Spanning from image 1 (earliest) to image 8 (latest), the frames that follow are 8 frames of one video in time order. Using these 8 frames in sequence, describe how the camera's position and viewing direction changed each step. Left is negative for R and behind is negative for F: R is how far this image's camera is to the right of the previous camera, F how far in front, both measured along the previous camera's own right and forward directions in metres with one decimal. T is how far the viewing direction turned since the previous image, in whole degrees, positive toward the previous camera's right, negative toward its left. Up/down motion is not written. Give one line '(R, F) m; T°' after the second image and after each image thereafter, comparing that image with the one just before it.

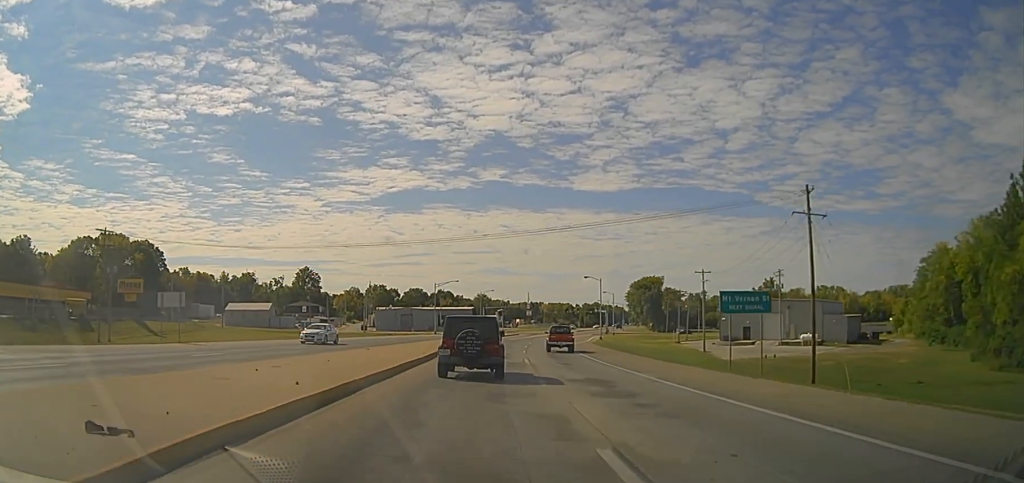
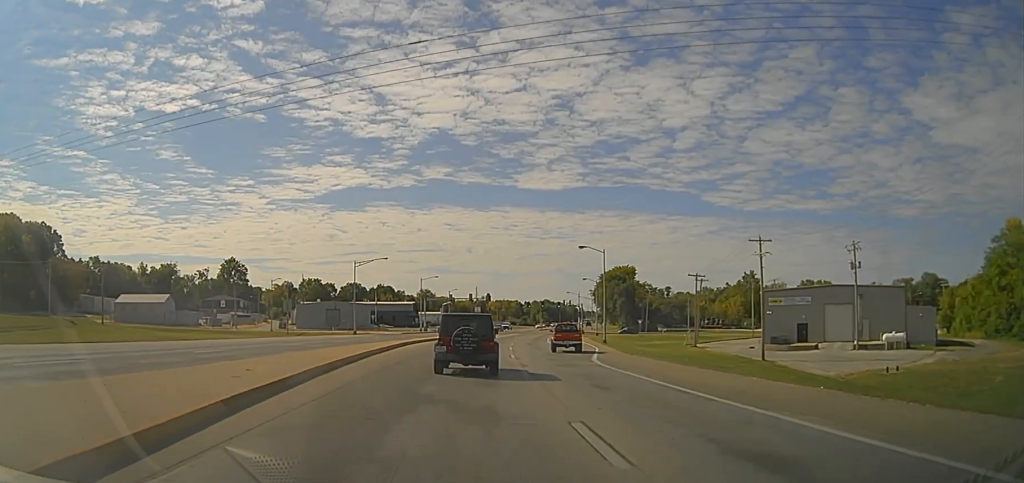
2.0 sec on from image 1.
(+0.1, +35.0) m; 0°
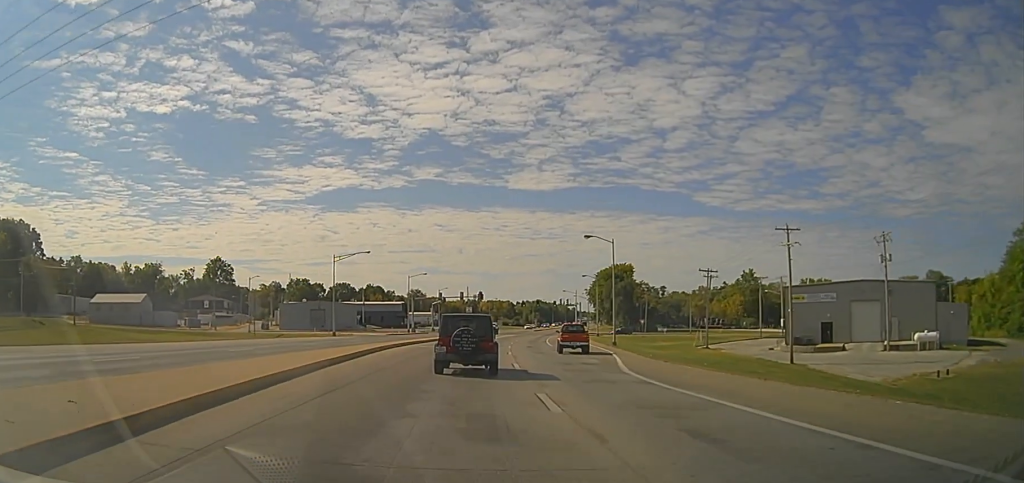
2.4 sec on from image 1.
(+0.1, +7.8) m; +1°
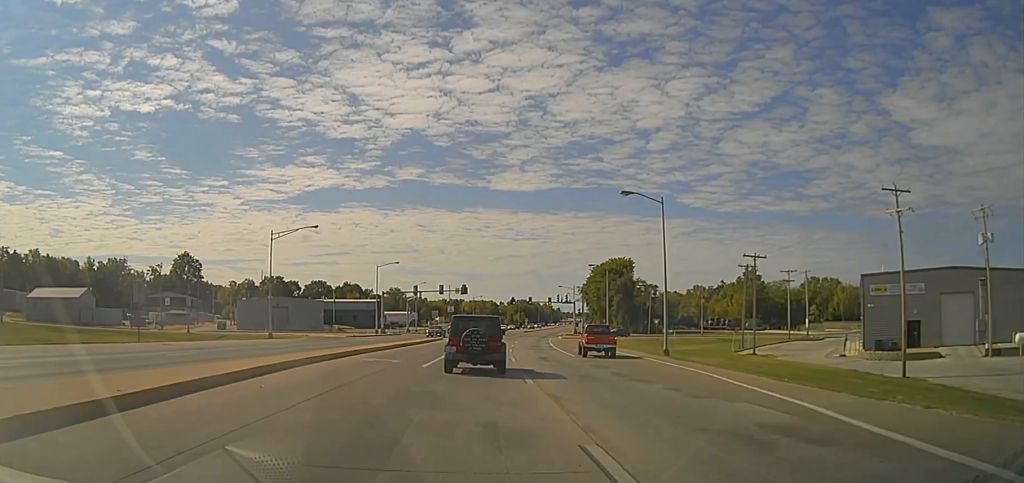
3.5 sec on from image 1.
(+0.5, +18.7) m; +3°
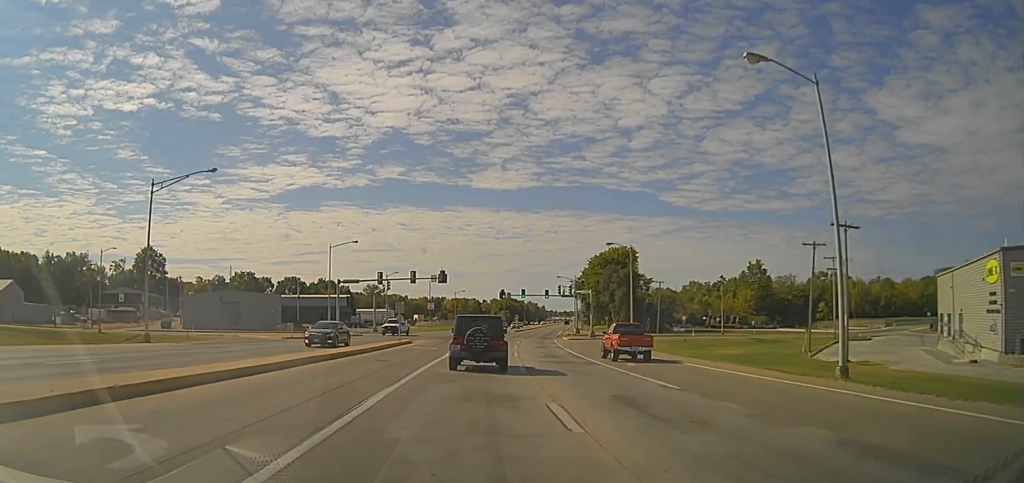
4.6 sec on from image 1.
(+0.6, +19.8) m; +3°
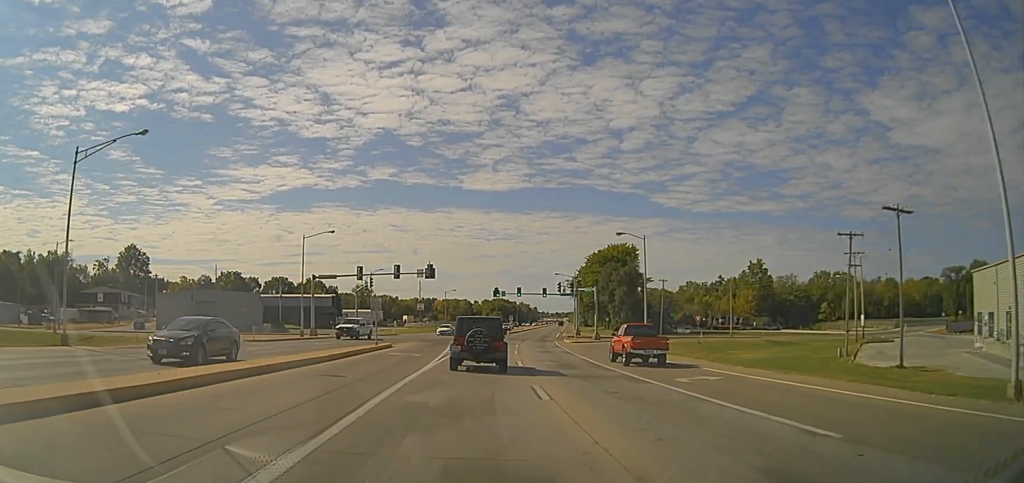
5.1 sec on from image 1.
(+0.1, +7.7) m; +1°
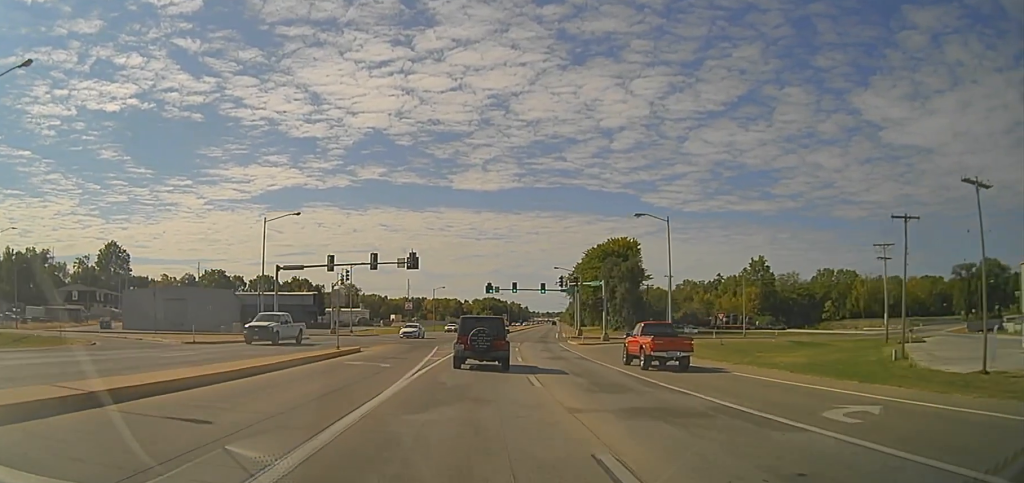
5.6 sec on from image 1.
(+0.2, +9.0) m; 0°
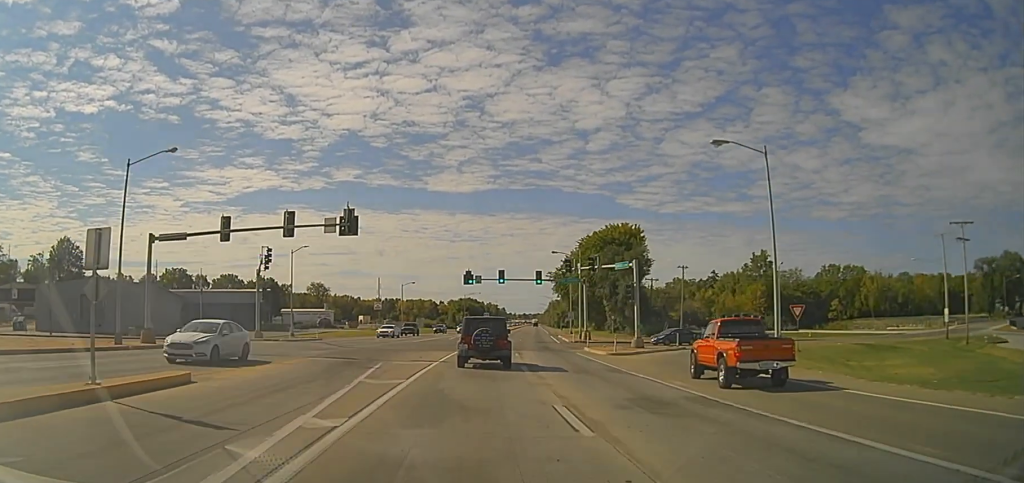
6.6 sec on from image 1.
(0.0, +19.3) m; +1°
